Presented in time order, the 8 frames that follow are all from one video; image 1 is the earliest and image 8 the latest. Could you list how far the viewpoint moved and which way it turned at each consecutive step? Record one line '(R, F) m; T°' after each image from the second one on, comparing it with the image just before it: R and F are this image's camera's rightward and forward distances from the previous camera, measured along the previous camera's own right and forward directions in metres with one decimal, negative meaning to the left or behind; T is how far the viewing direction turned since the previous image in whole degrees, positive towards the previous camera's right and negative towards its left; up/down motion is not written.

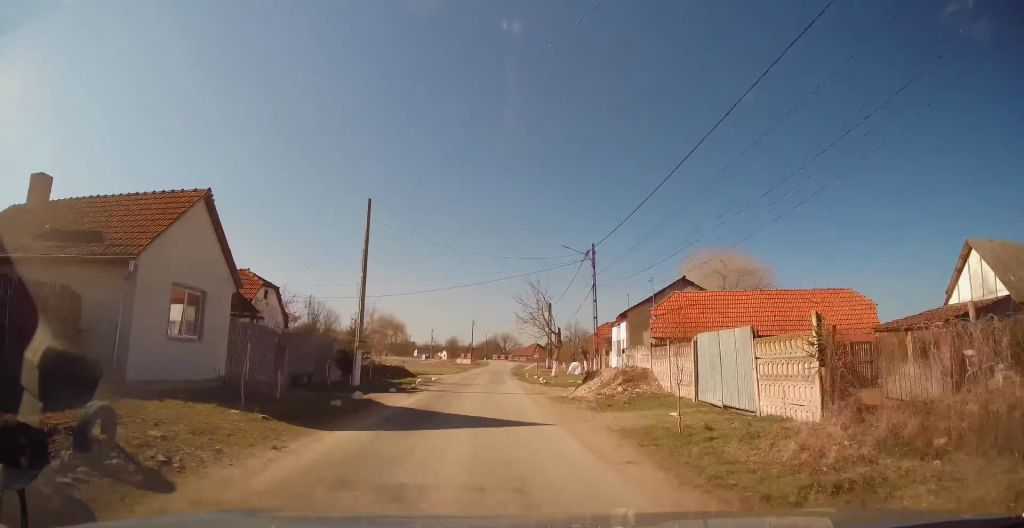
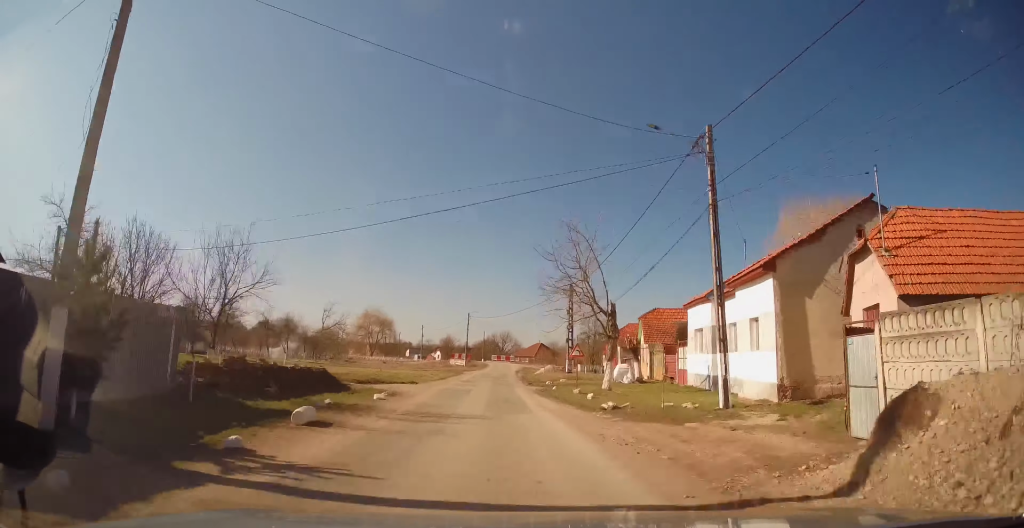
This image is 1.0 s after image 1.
(+0.2, +17.4) m; 0°
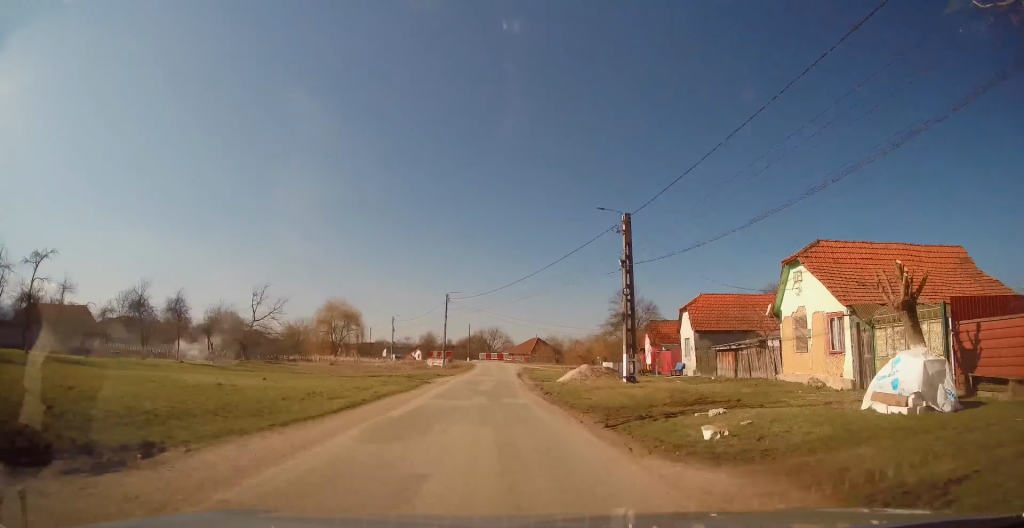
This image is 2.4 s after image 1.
(-0.2, +23.3) m; +1°
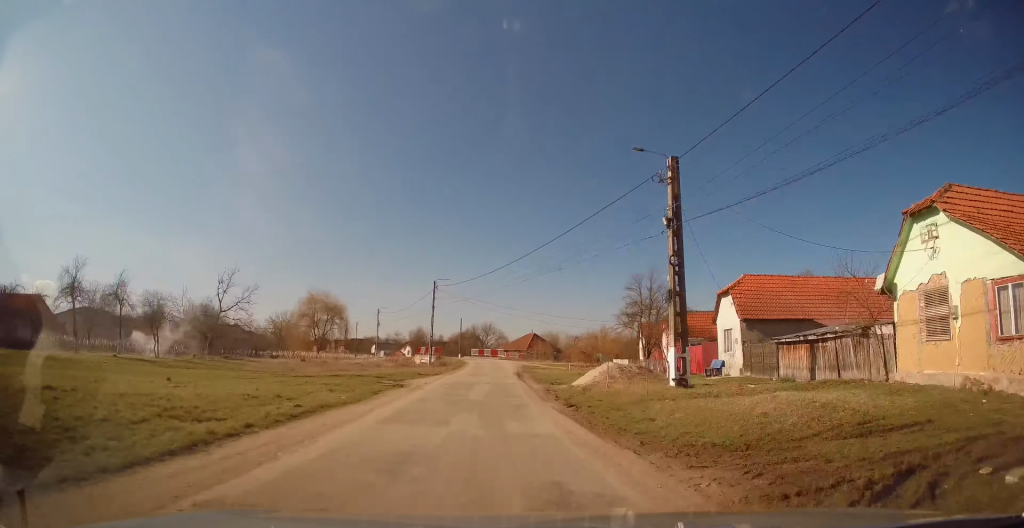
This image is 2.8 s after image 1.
(0.0, +7.4) m; +1°
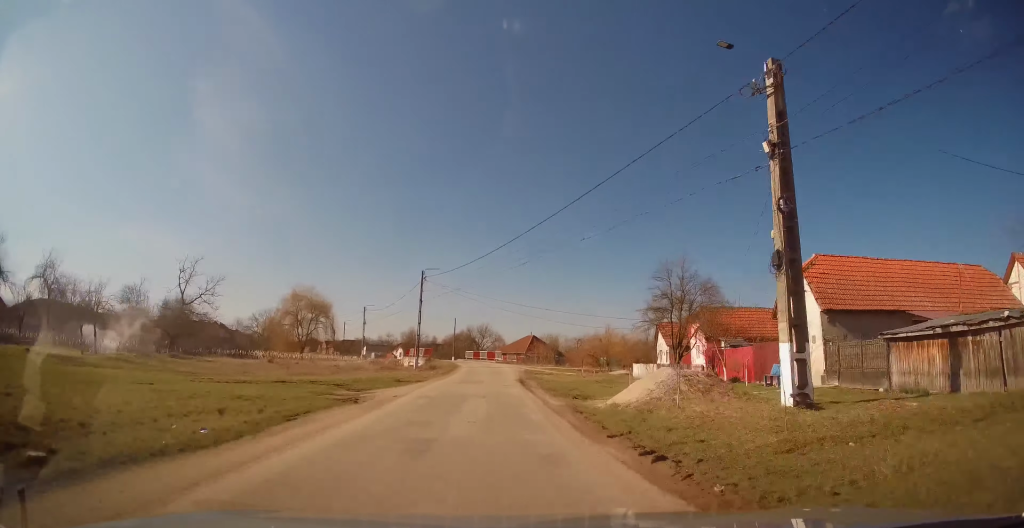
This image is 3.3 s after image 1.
(0.0, +7.4) m; +1°
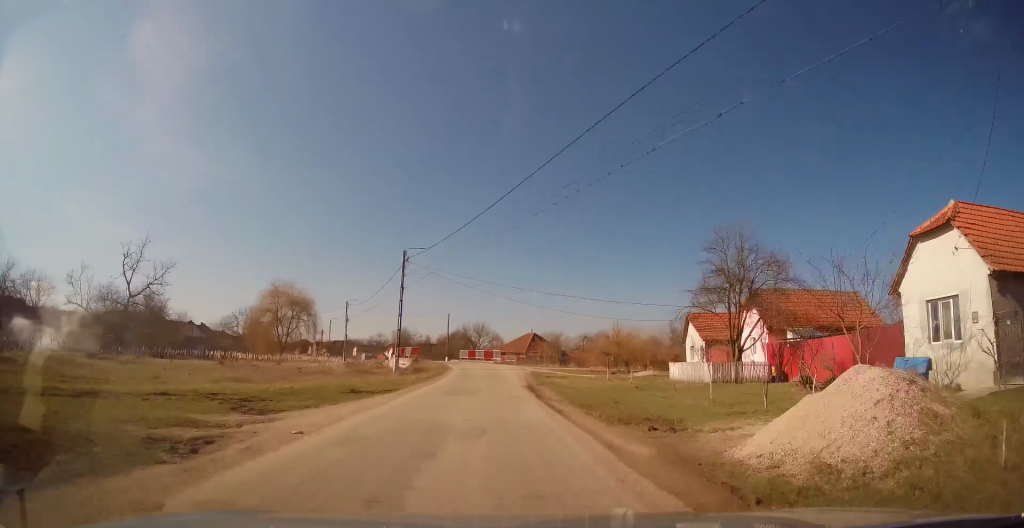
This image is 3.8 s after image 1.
(0.0, +8.5) m; +1°
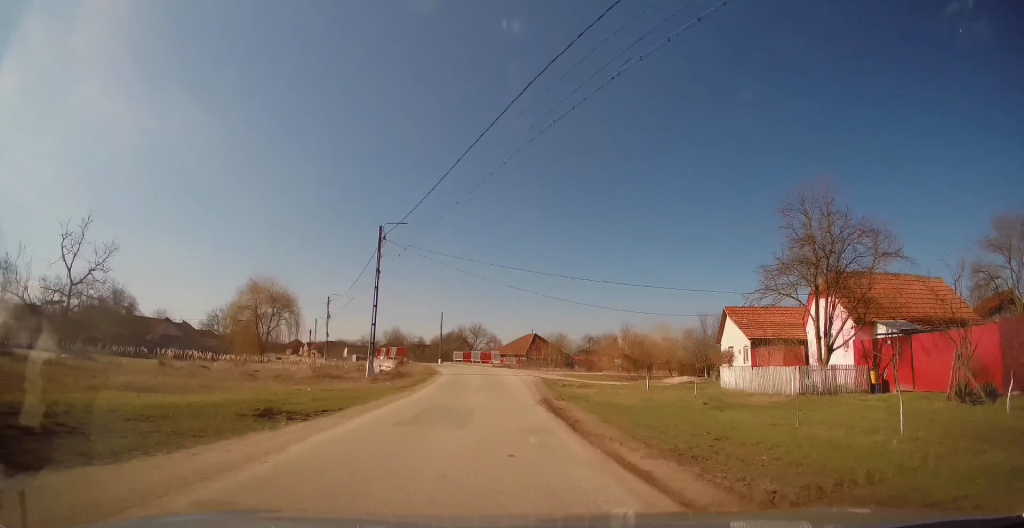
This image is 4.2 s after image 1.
(0.0, +7.2) m; 0°
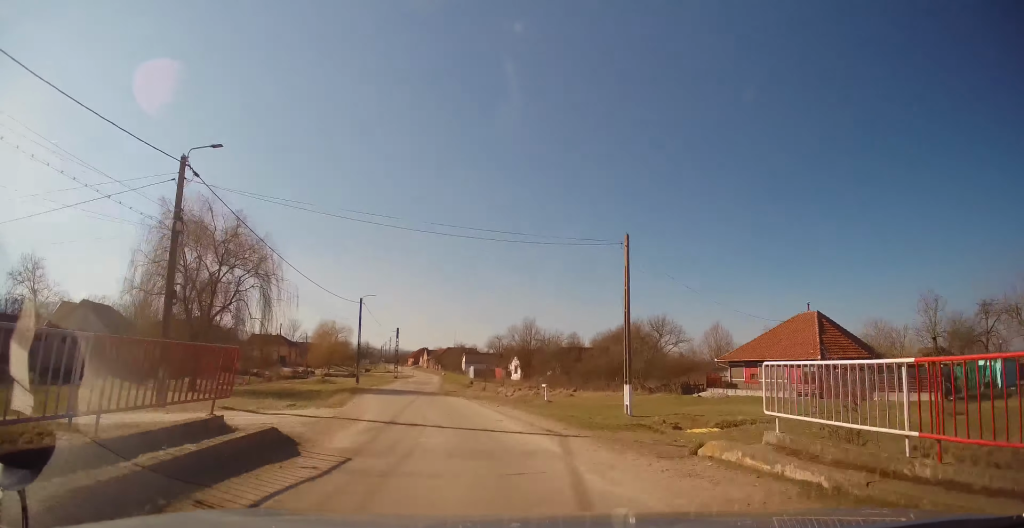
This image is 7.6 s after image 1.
(-5.2, +52.3) m; -17°
